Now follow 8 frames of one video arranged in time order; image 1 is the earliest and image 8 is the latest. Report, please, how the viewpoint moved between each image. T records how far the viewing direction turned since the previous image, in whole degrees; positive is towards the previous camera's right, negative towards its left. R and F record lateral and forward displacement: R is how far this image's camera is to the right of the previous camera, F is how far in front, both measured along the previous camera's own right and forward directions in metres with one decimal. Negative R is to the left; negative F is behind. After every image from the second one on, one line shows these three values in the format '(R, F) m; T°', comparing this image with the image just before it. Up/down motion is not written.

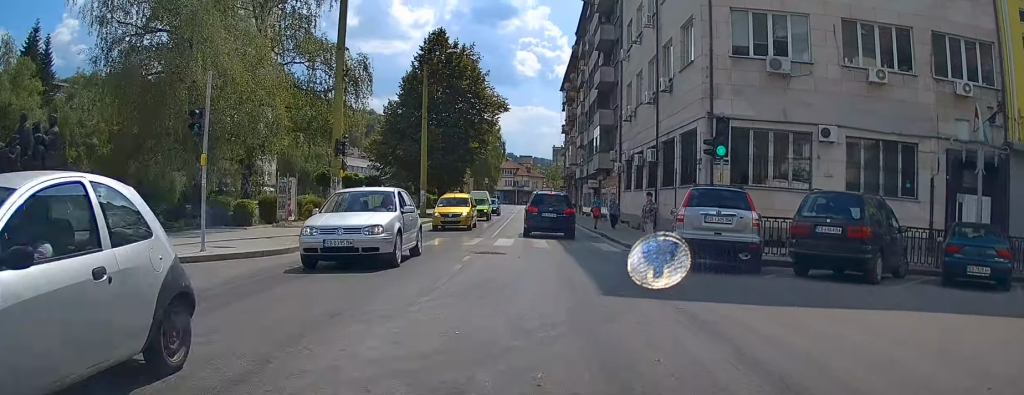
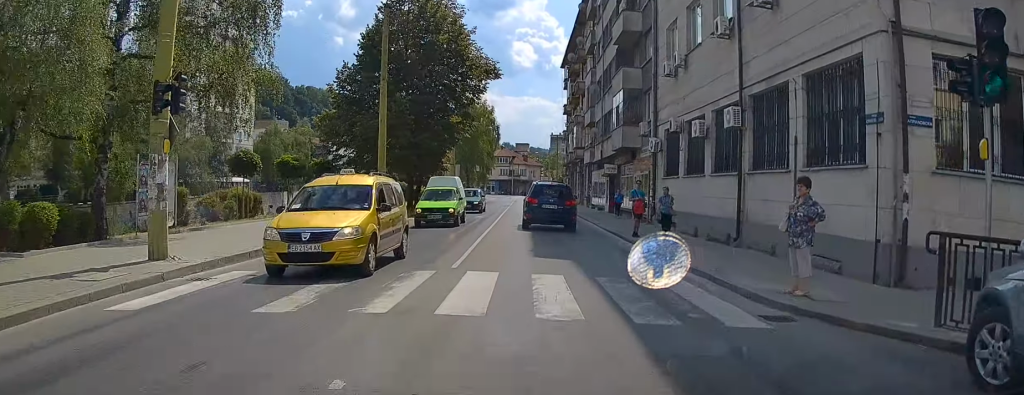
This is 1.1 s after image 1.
(-0.1, +12.1) m; -1°
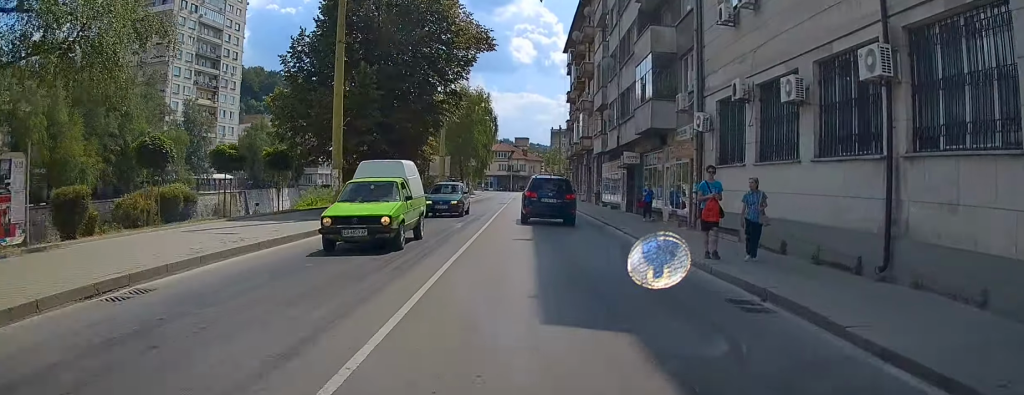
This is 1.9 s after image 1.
(-0.1, +7.6) m; -1°
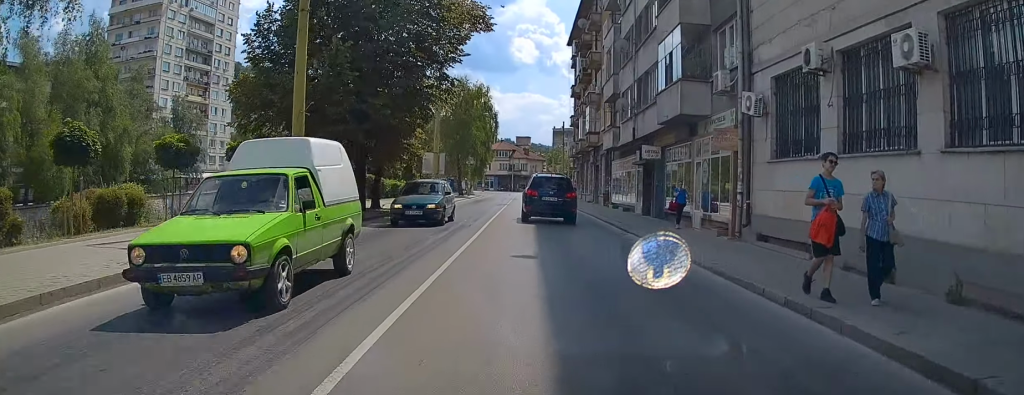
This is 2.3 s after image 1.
(0.0, +4.5) m; 0°
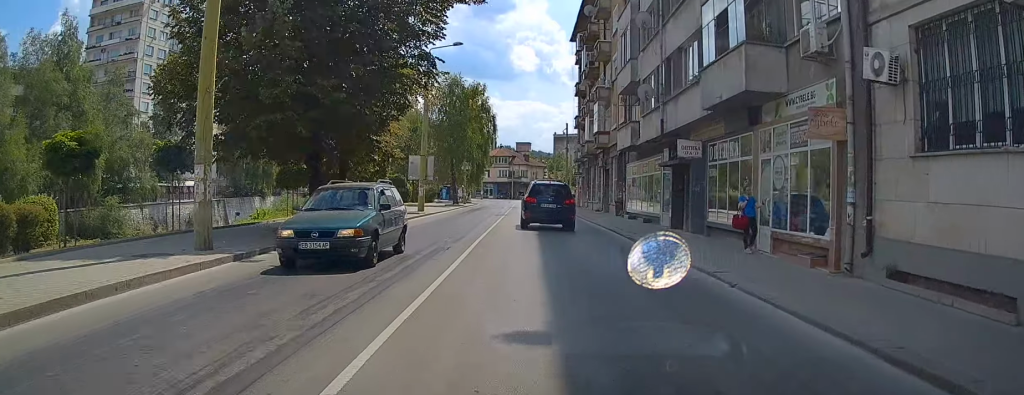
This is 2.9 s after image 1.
(0.0, +6.2) m; 0°
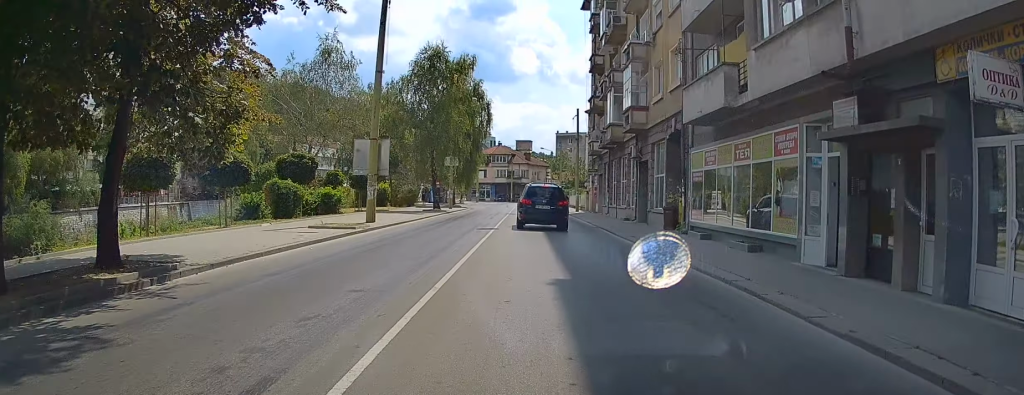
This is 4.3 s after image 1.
(0.0, +14.2) m; 0°
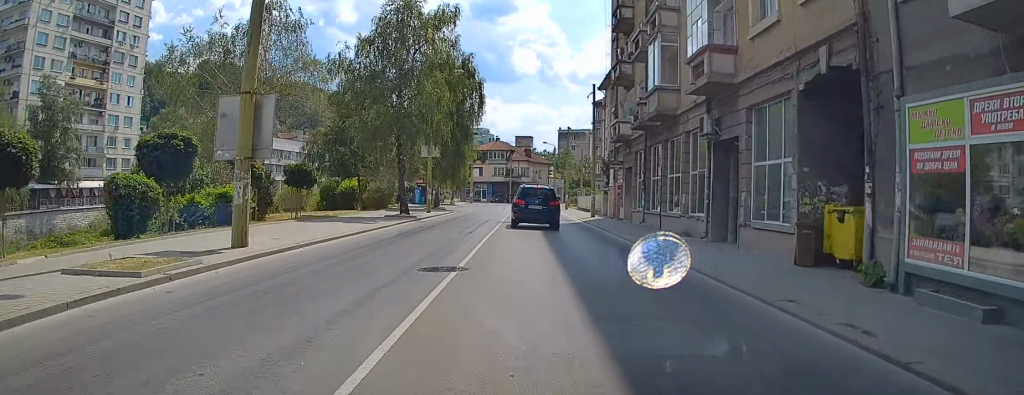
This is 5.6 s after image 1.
(0.0, +12.5) m; 0°
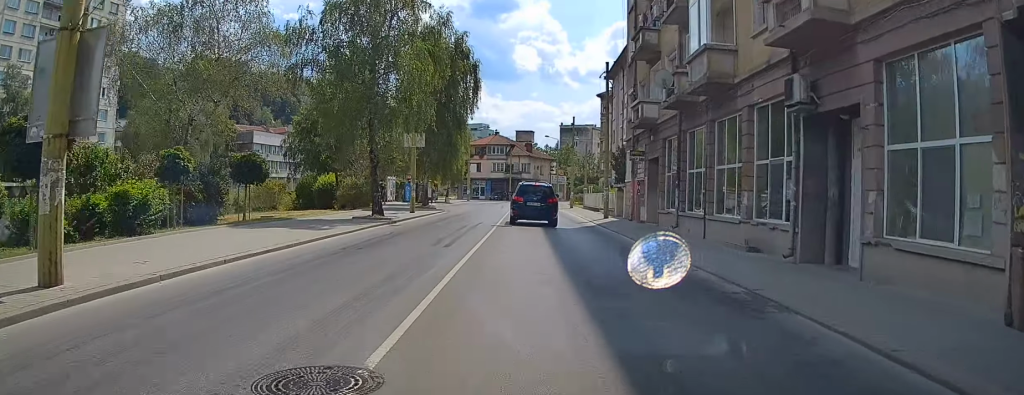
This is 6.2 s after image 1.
(0.0, +6.3) m; 0°
